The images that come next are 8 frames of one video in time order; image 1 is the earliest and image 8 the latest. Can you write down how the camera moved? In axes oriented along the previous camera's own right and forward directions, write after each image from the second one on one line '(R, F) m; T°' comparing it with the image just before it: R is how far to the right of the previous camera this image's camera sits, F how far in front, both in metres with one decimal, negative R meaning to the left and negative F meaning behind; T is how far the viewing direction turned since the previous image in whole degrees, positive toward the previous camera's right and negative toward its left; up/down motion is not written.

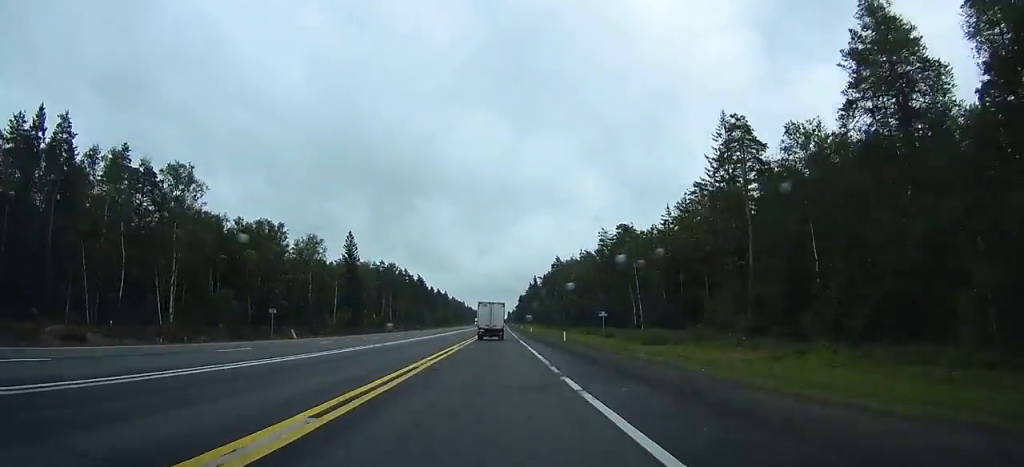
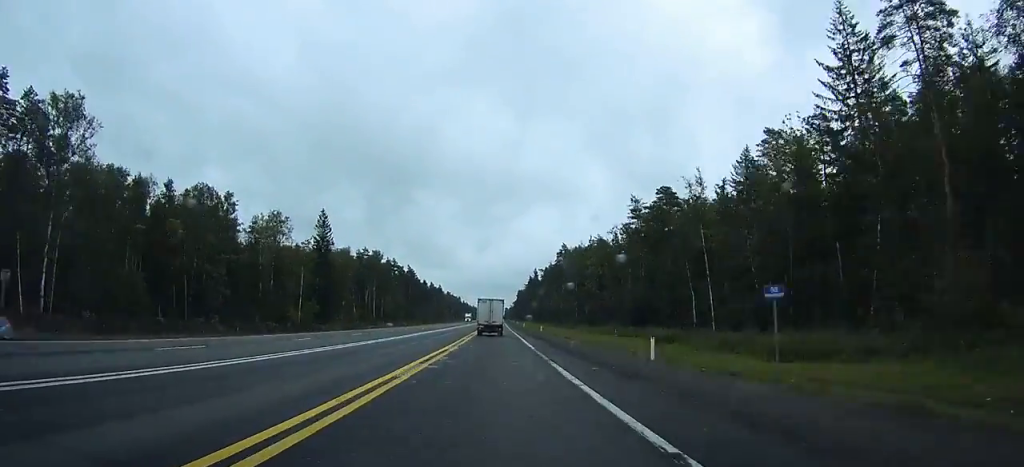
(0.0, +27.6) m; 0°
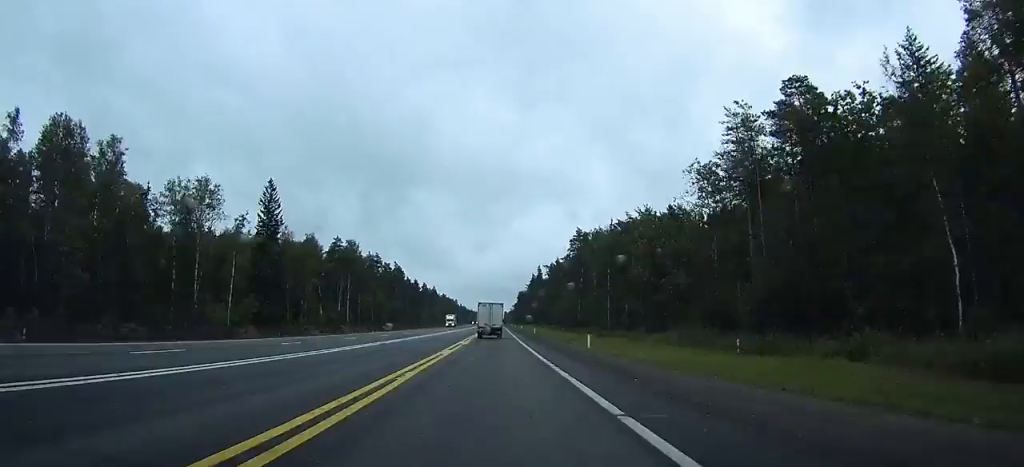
(0.0, +37.1) m; 0°
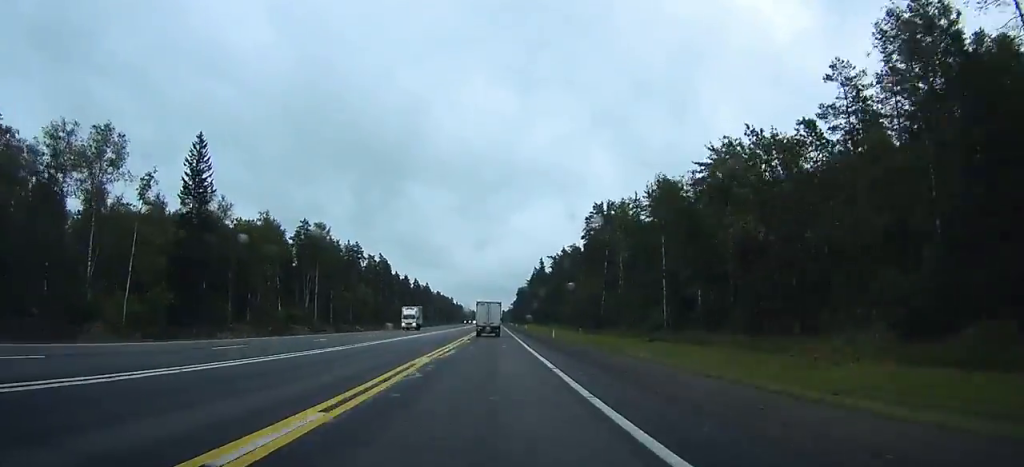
(0.0, +30.2) m; 0°
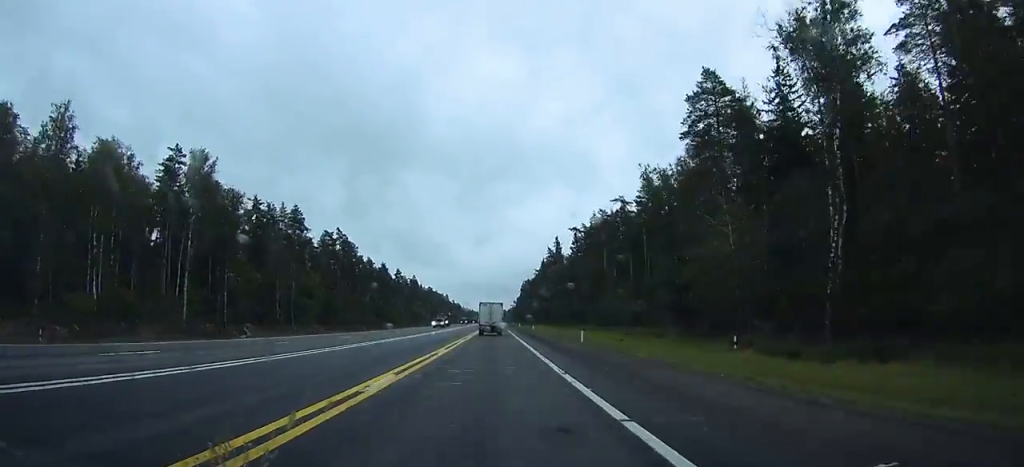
(0.0, +65.9) m; 0°
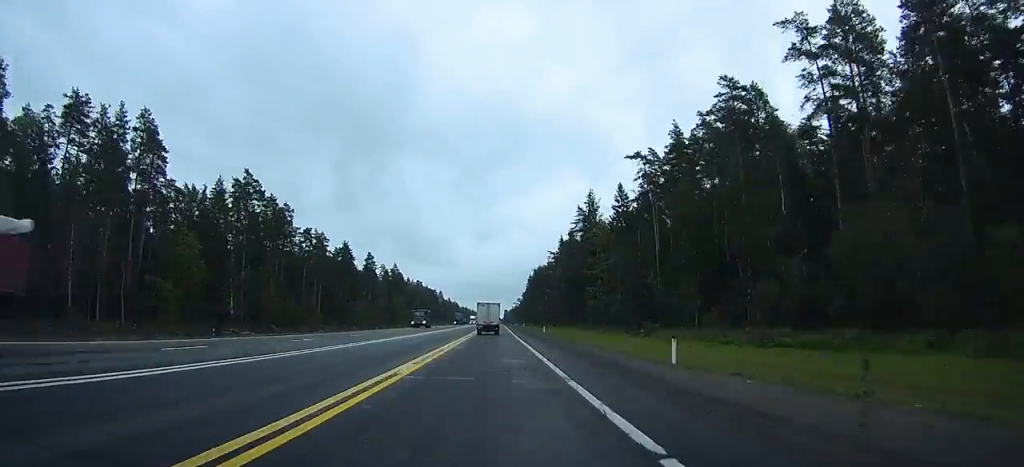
(+0.2, +68.6) m; 0°
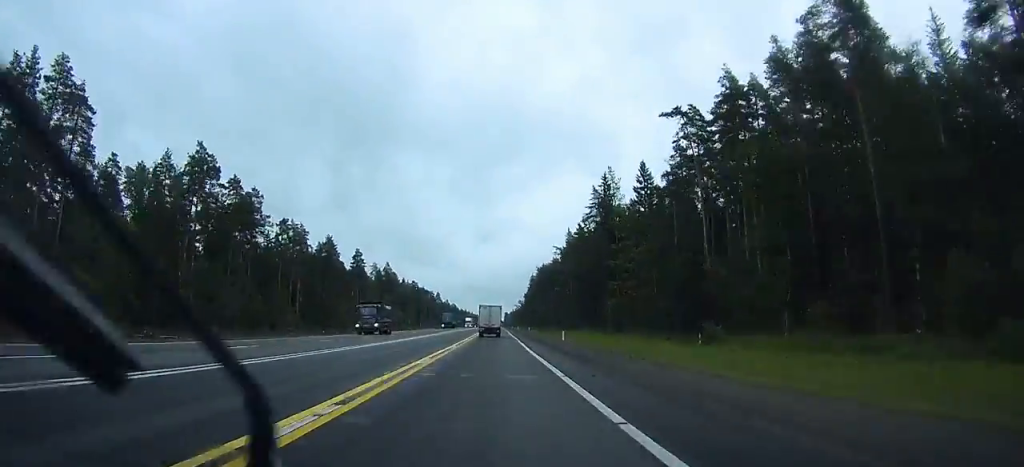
(0.0, +20.0) m; 0°
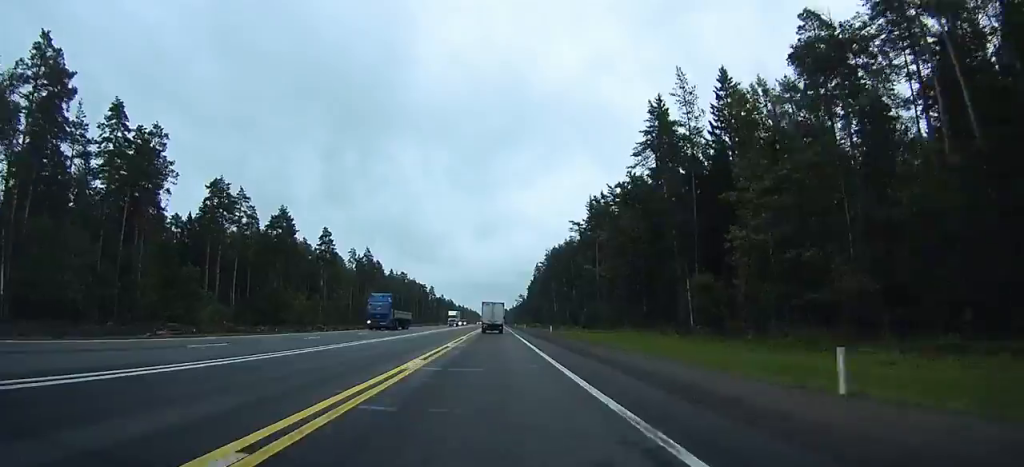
(0.0, +41.5) m; 0°
